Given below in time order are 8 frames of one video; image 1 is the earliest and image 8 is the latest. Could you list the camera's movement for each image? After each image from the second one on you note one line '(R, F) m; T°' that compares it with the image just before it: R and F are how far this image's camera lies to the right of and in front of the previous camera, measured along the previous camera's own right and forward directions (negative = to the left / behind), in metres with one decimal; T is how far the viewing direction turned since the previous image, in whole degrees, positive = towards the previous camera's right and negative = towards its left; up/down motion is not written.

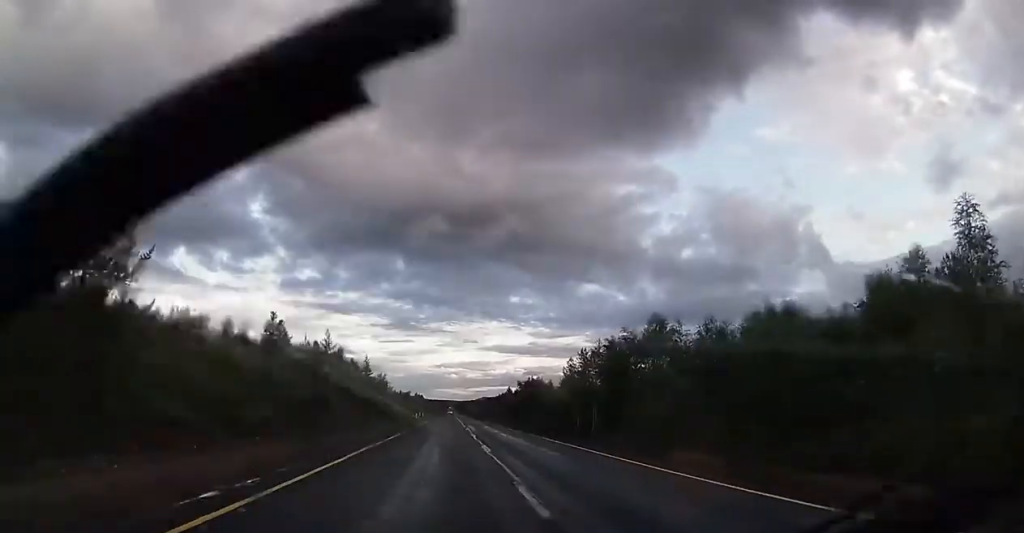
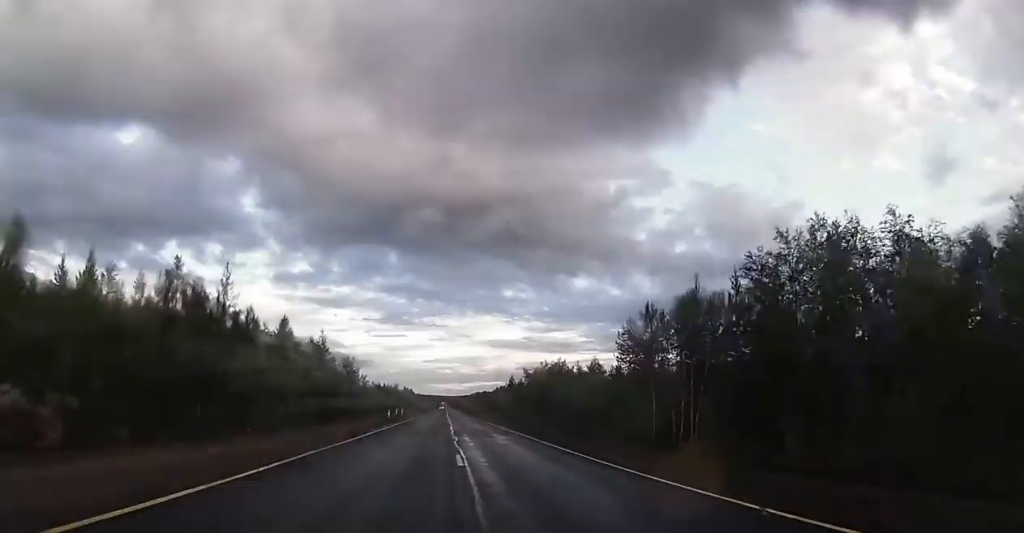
(-0.1, +29.5) m; 0°
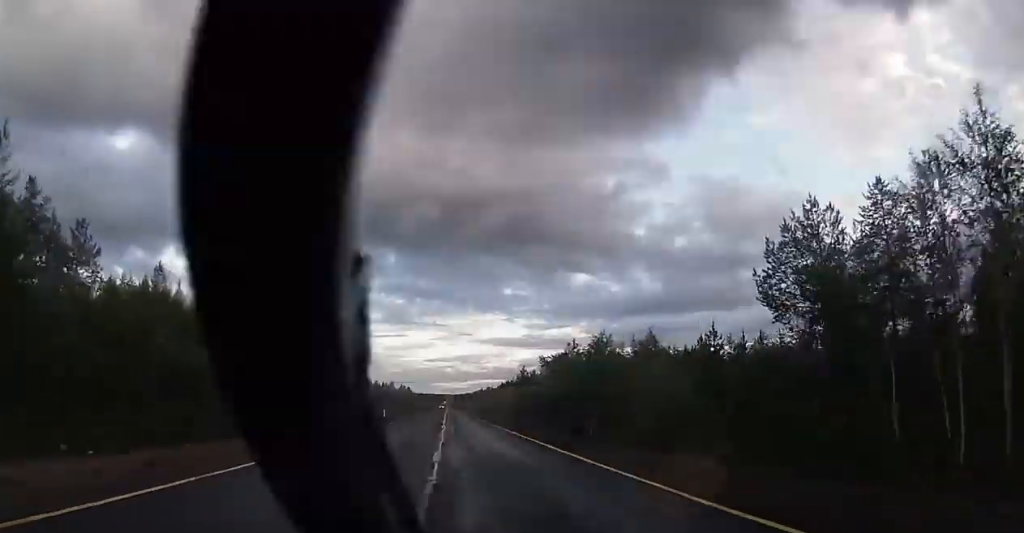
(0.0, +22.7) m; 0°
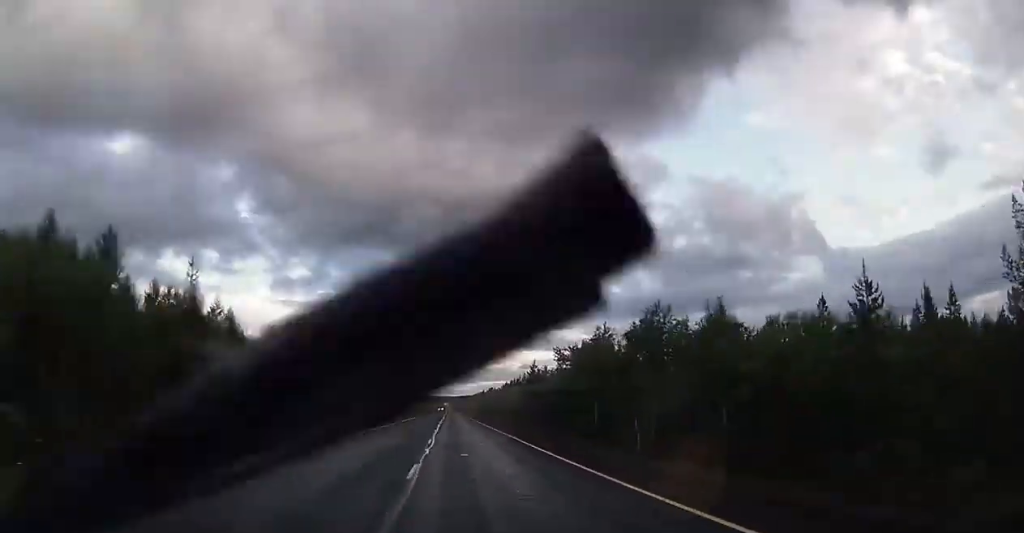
(0.0, +15.8) m; 0°
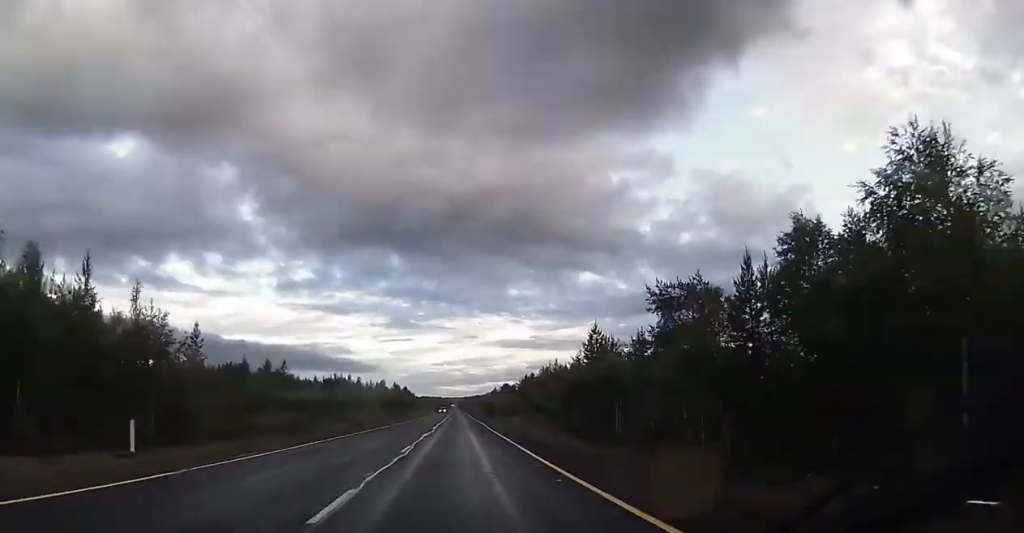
(+0.3, +41.1) m; +1°
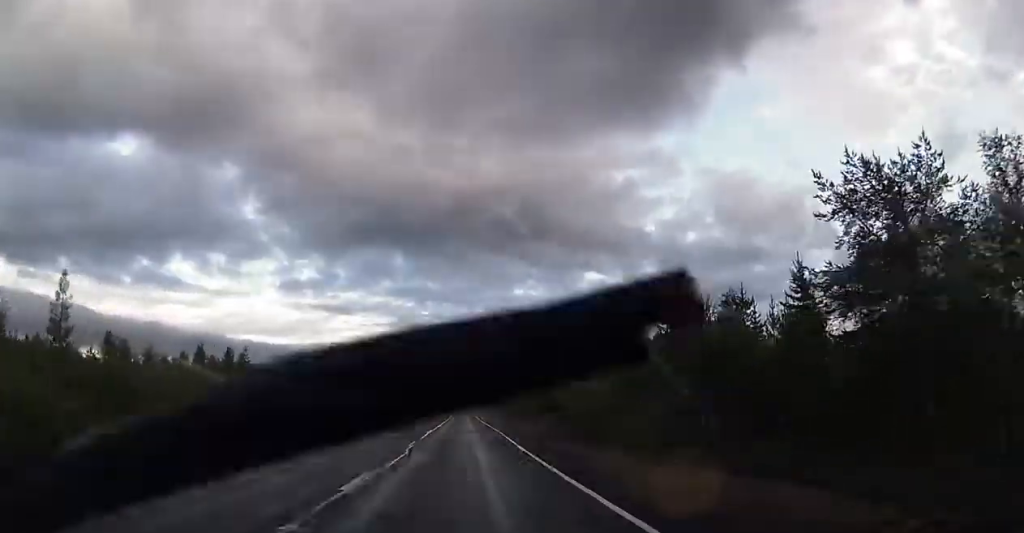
(+0.1, +21.2) m; 0°
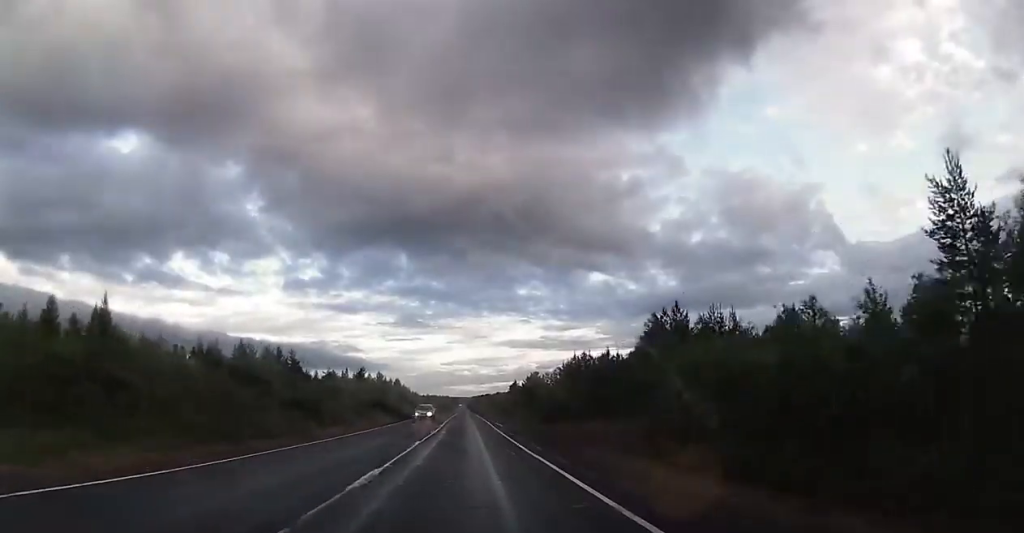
(-0.4, +35.6) m; -1°
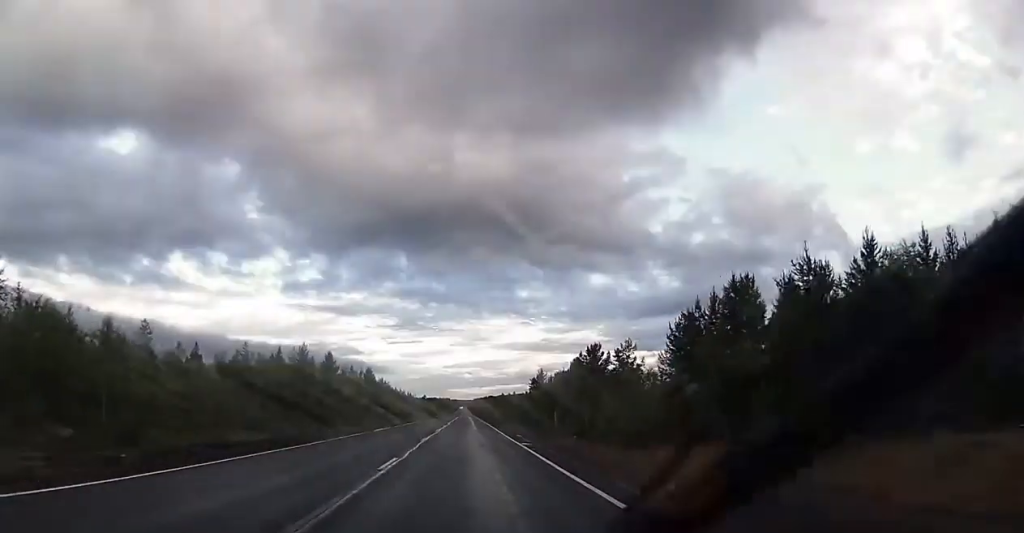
(-0.3, +57.5) m; 0°
